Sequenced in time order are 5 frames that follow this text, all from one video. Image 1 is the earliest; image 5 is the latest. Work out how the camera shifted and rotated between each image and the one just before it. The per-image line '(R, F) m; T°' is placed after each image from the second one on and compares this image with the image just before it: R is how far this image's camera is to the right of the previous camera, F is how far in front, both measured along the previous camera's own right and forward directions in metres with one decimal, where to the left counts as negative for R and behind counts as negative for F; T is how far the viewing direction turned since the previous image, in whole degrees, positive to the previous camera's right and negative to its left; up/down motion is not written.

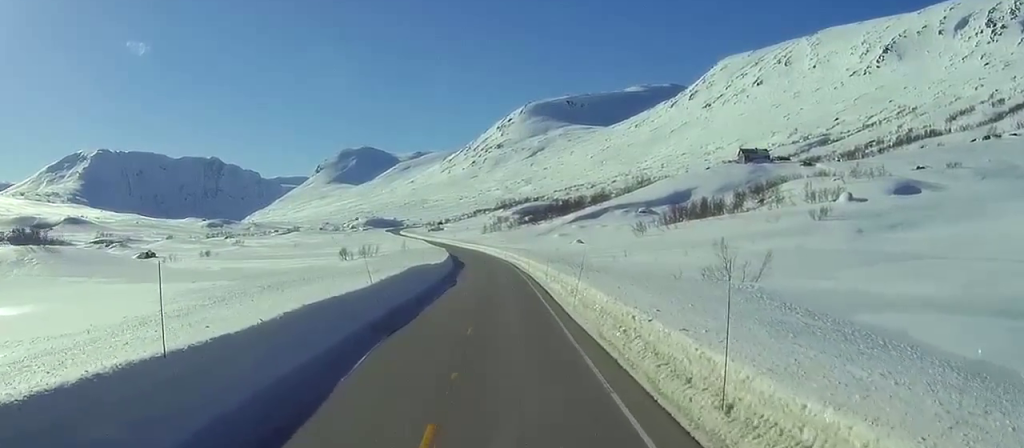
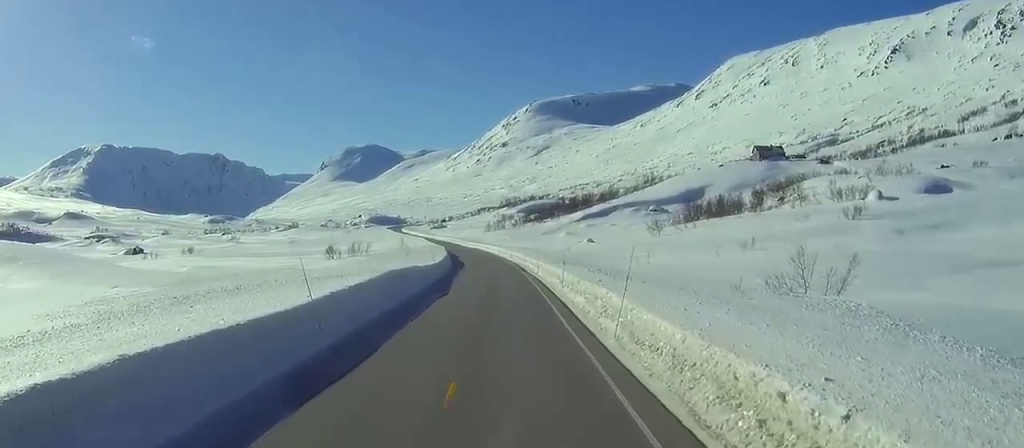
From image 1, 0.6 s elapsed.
(0.0, +14.0) m; 0°
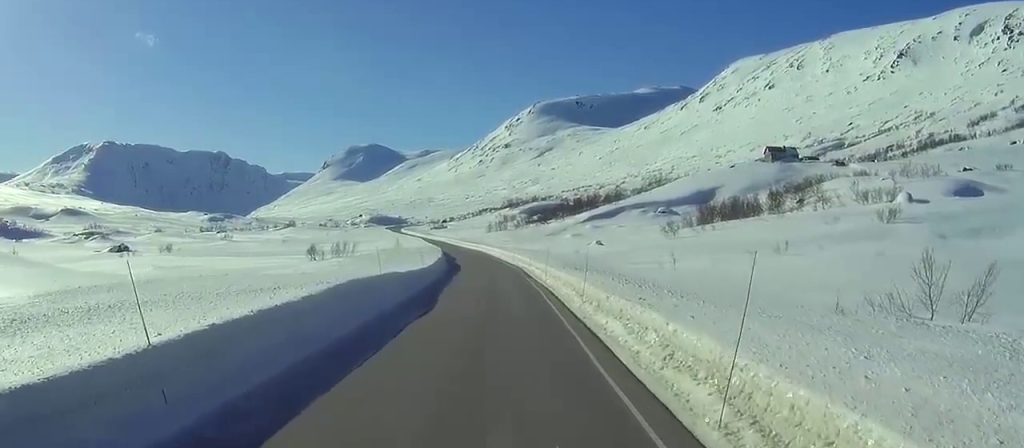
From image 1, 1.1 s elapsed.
(0.0, +13.2) m; 0°
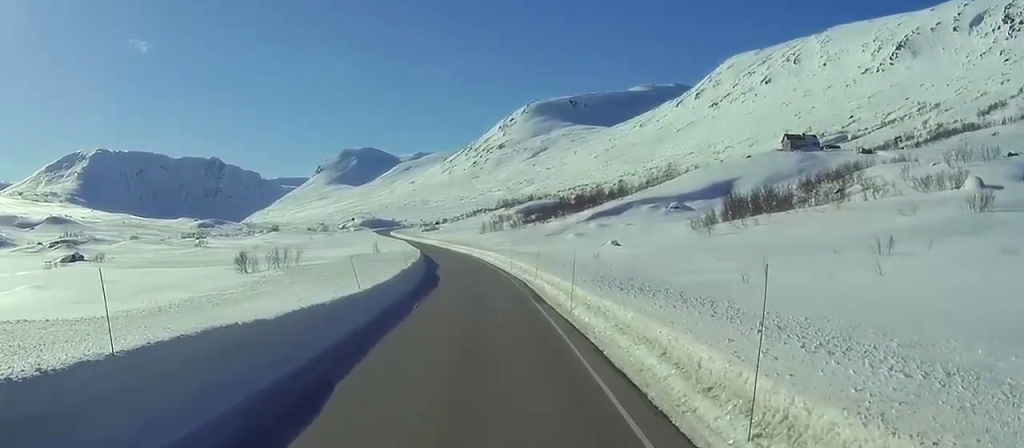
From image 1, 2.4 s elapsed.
(0.0, +29.6) m; 0°
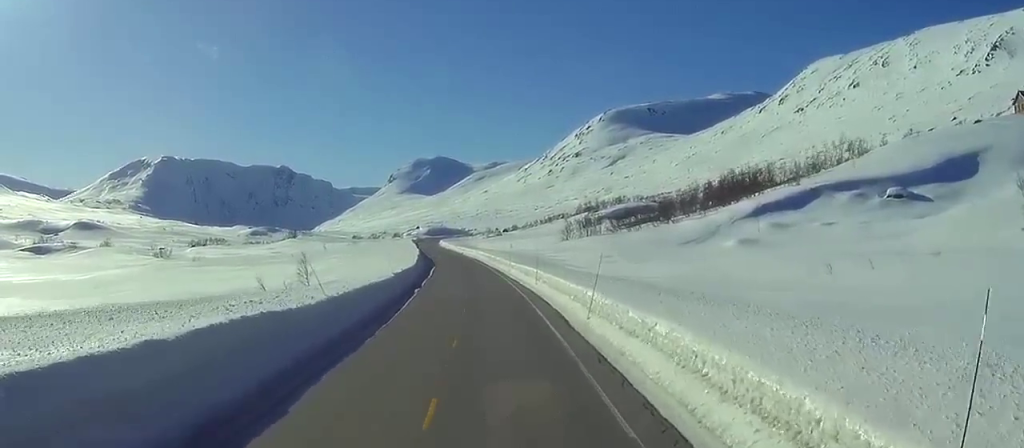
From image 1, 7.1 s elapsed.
(-4.7, +113.9) m; -4°
